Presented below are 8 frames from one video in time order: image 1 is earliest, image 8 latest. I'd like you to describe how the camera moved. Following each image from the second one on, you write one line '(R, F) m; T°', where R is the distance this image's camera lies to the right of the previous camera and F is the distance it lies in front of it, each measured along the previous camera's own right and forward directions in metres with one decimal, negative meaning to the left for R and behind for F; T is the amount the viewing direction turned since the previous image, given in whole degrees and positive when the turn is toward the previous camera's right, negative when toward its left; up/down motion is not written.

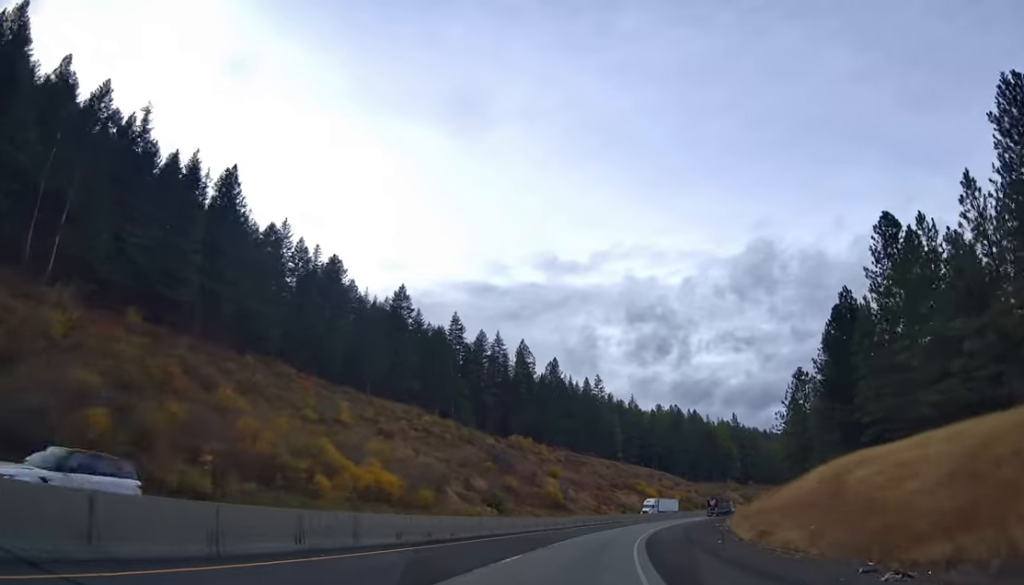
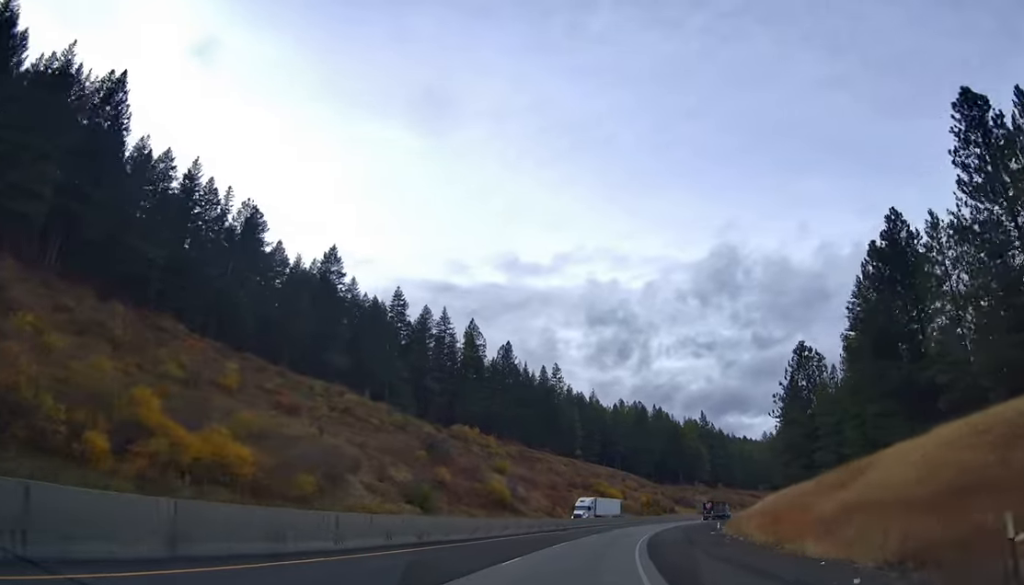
(+0.2, +24.0) m; +3°
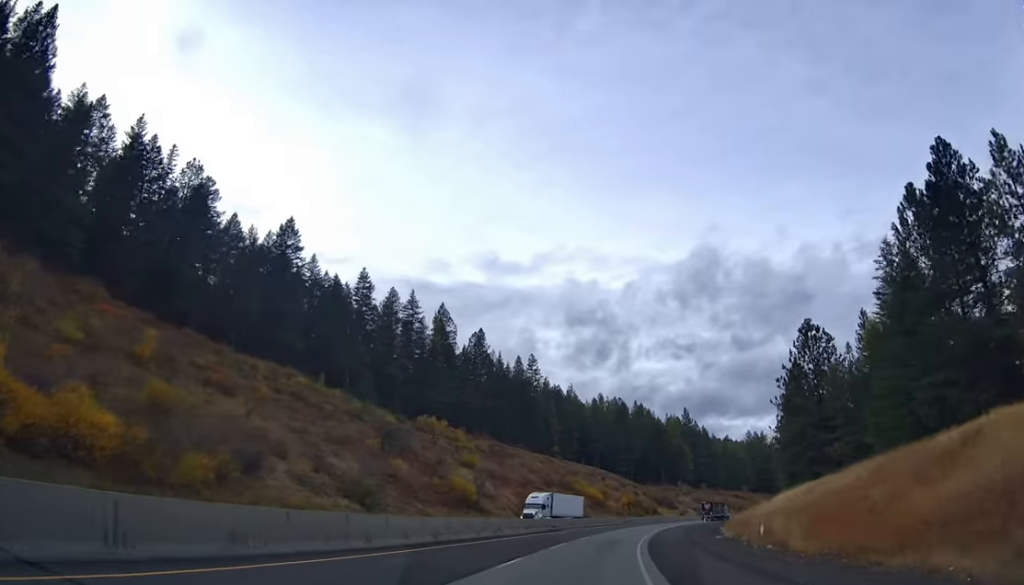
(+0.4, +13.0) m; +2°
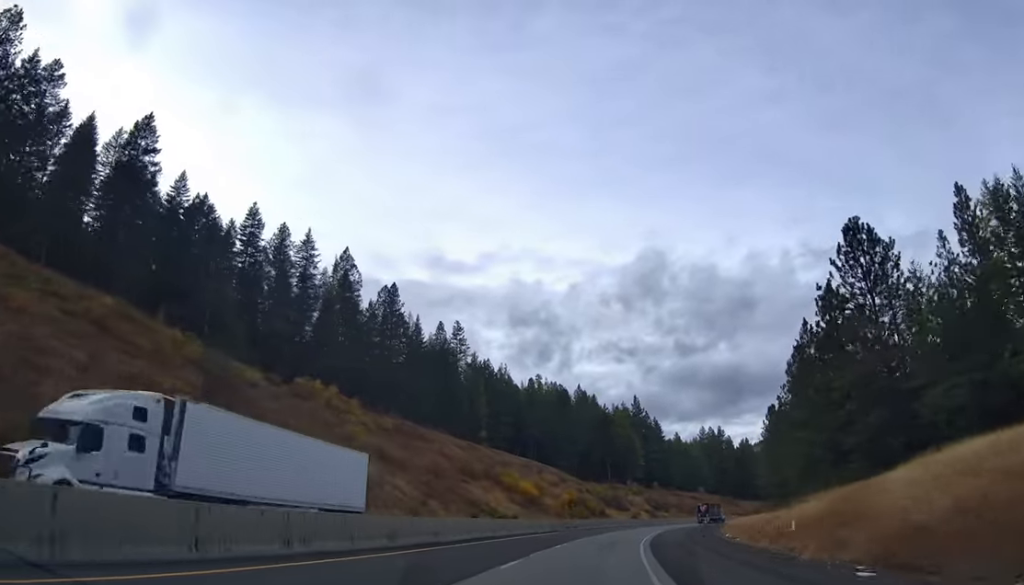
(+2.1, +35.0) m; +6°
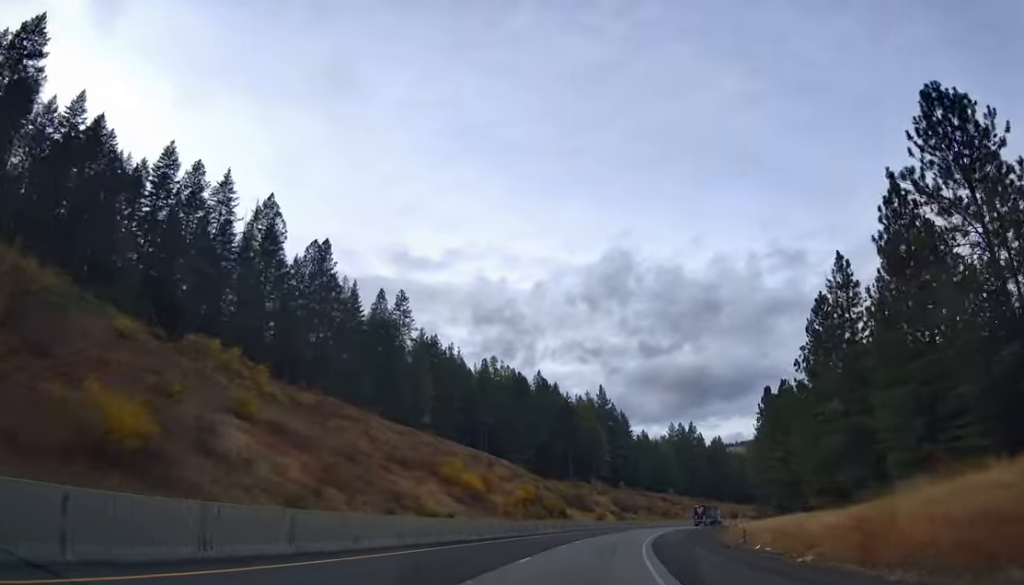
(+0.7, +22.2) m; +3°
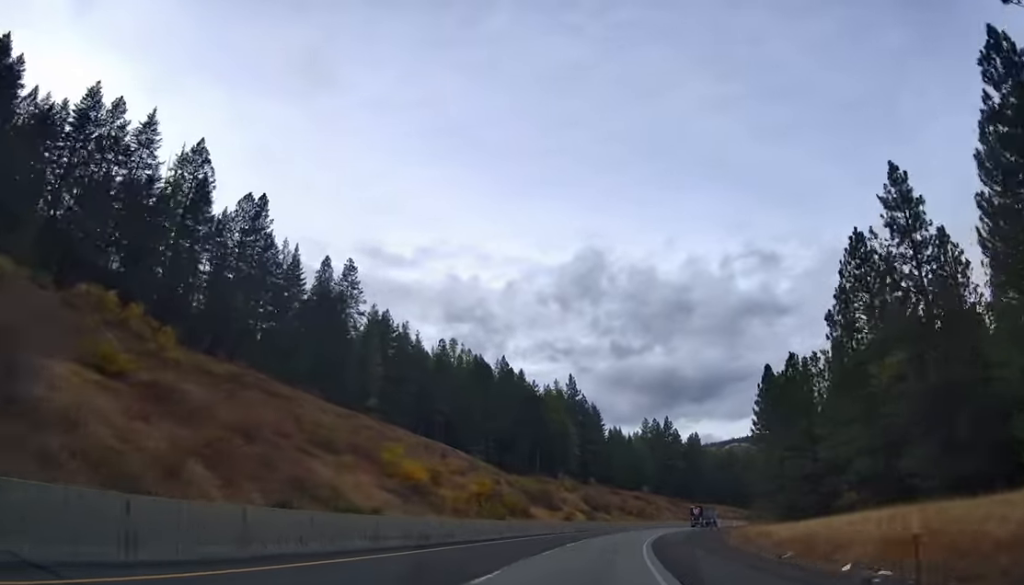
(-0.1, +17.4) m; +3°
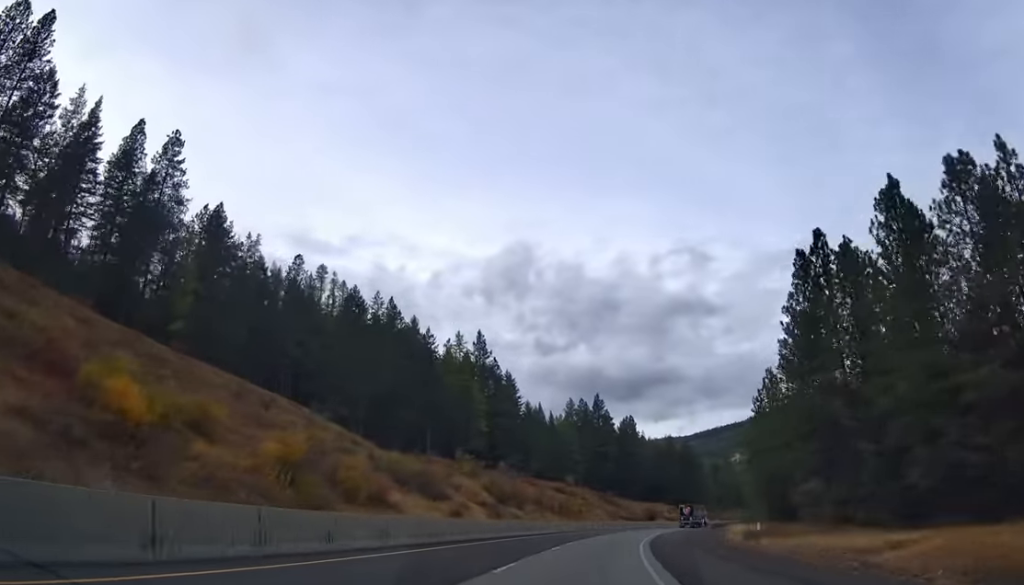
(+3.7, +44.0) m; +9°
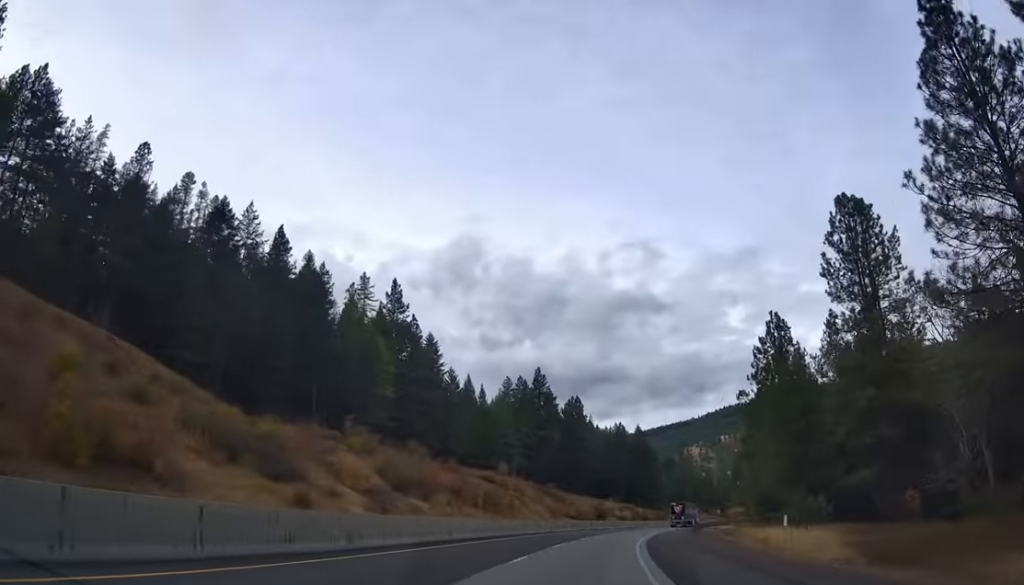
(+1.5, +32.1) m; +5°
